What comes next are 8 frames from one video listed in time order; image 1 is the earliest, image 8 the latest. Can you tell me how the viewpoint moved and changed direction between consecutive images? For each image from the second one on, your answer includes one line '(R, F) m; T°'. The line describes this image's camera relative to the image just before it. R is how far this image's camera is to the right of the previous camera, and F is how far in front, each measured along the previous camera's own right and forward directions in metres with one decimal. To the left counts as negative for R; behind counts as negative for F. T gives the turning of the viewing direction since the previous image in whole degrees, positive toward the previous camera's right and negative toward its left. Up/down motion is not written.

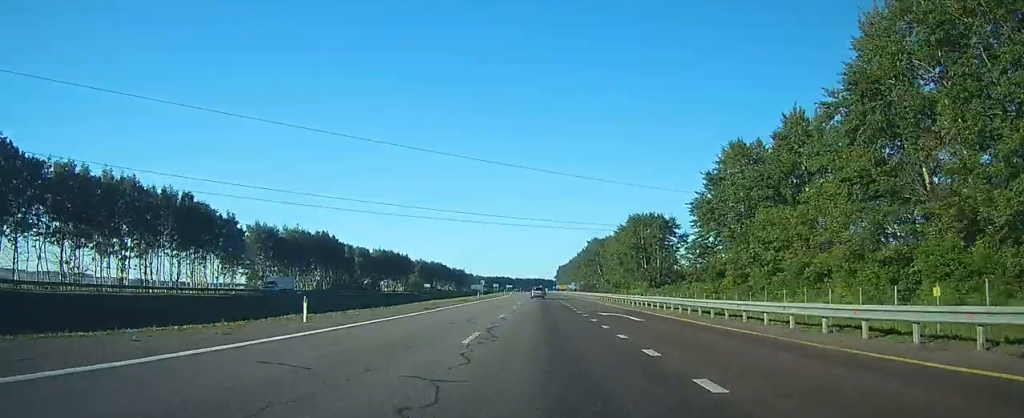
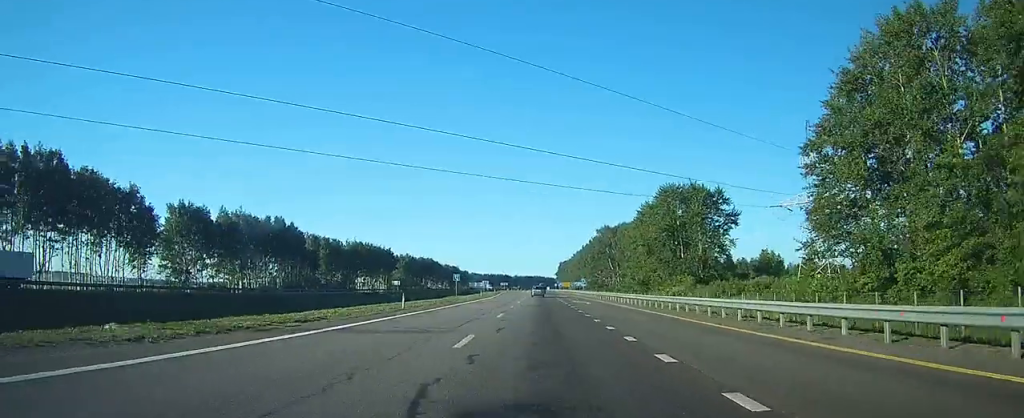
(-0.4, +37.6) m; -1°
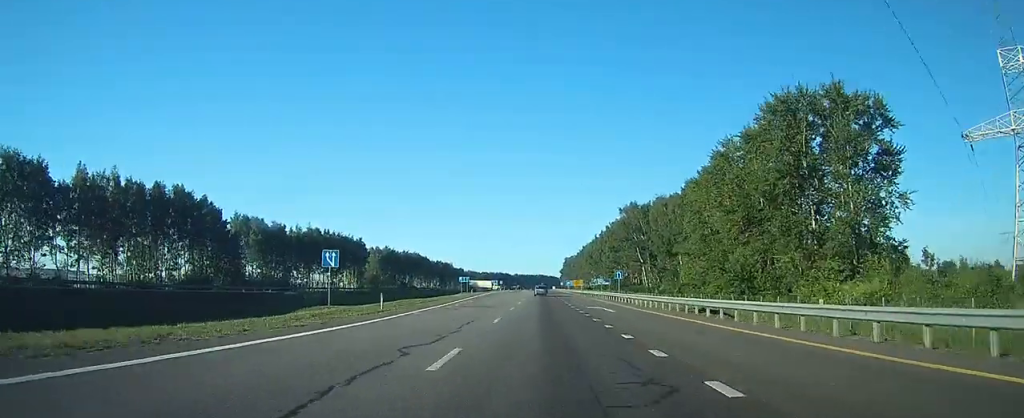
(+0.1, +52.2) m; 0°
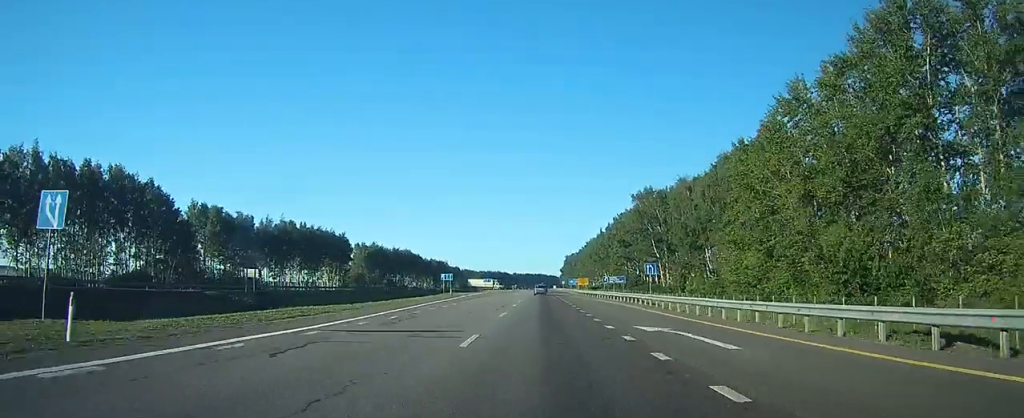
(0.0, +20.7) m; 0°
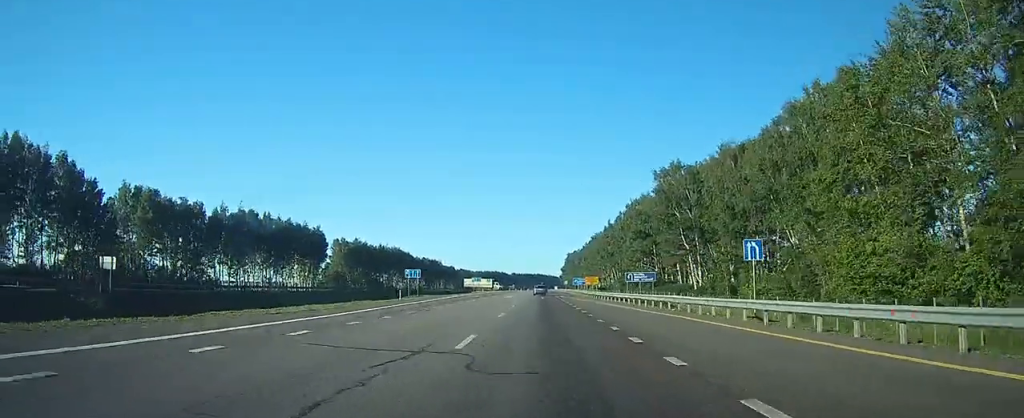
(0.0, +25.6) m; 0°
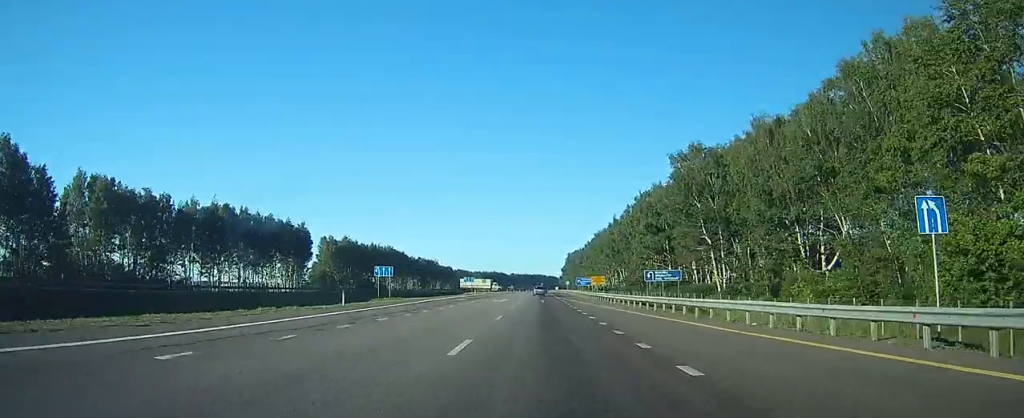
(0.0, +13.4) m; 0°
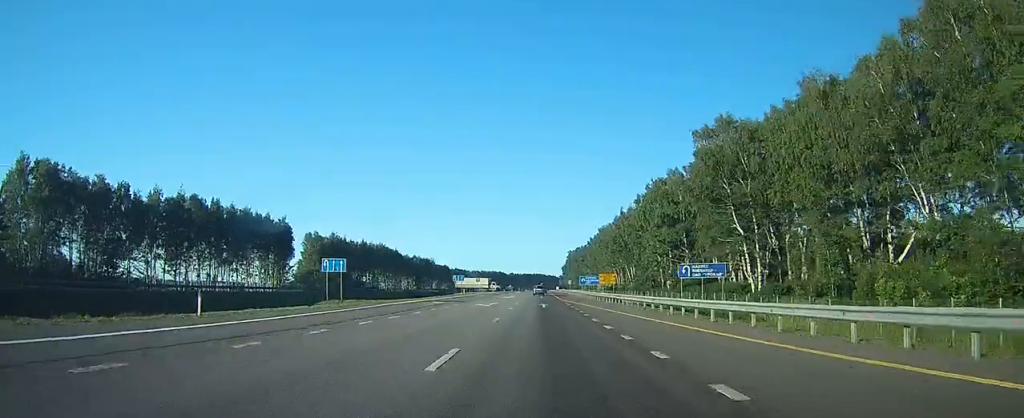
(0.0, +14.4) m; 0°
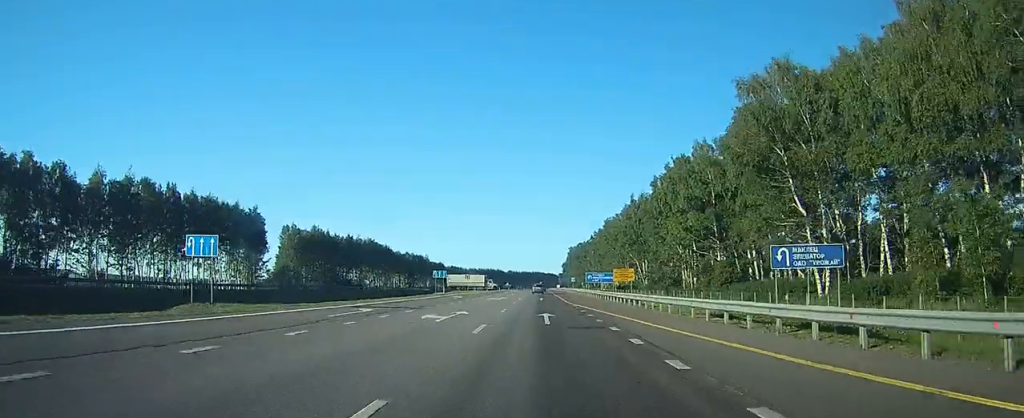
(+0.1, +18.4) m; -2°
